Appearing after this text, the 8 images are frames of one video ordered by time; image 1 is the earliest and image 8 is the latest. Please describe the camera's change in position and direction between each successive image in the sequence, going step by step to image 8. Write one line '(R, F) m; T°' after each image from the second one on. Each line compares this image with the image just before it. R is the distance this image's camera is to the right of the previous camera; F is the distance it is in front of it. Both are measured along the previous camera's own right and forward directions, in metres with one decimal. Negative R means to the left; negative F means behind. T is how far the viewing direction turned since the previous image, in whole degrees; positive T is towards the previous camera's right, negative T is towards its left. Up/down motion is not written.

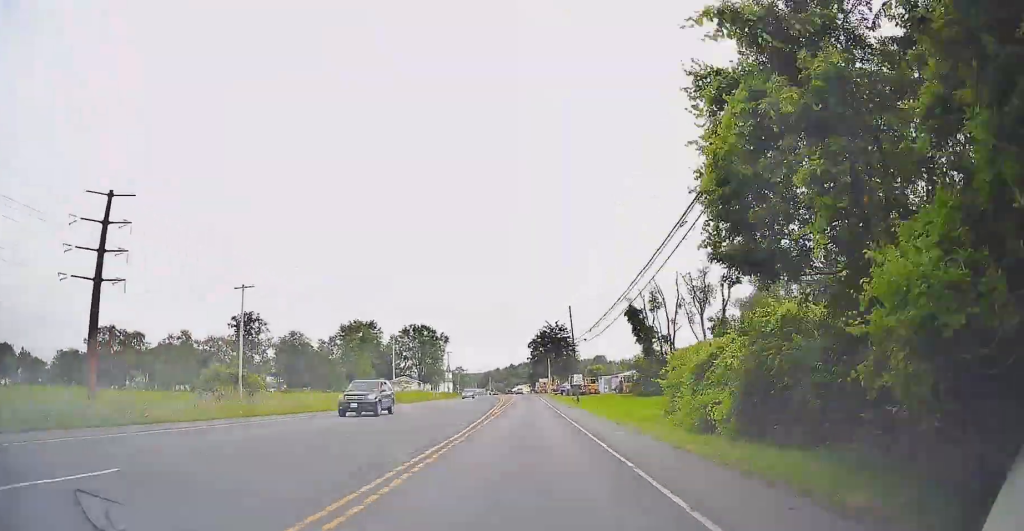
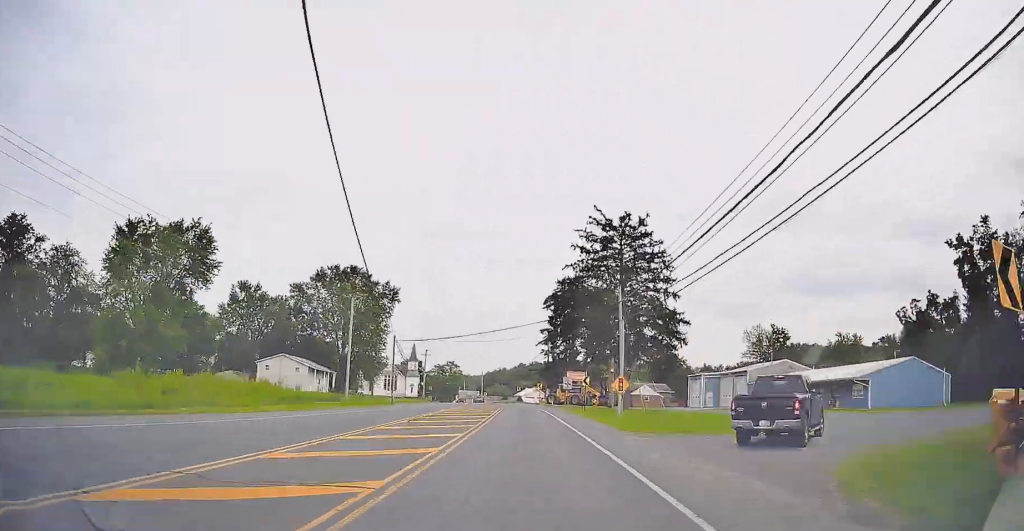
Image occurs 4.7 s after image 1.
(+6.5, +100.3) m; +10°
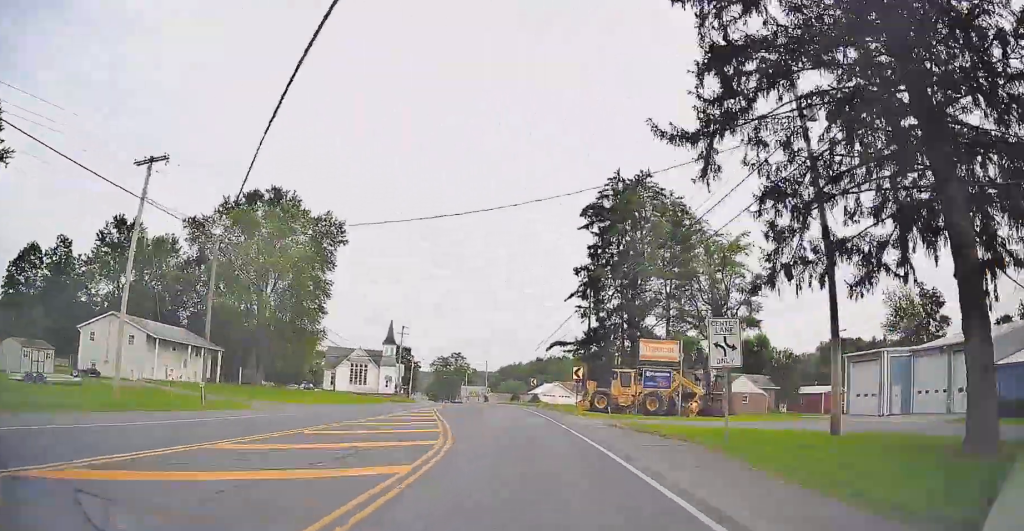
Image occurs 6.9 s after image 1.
(+12.1, +40.0) m; -13°
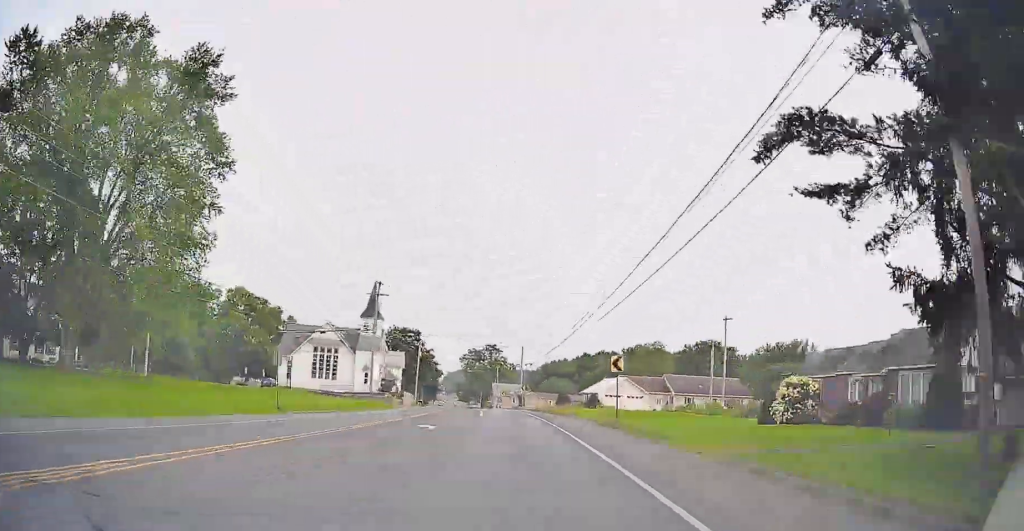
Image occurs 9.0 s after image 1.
(-17.6, +38.5) m; -14°
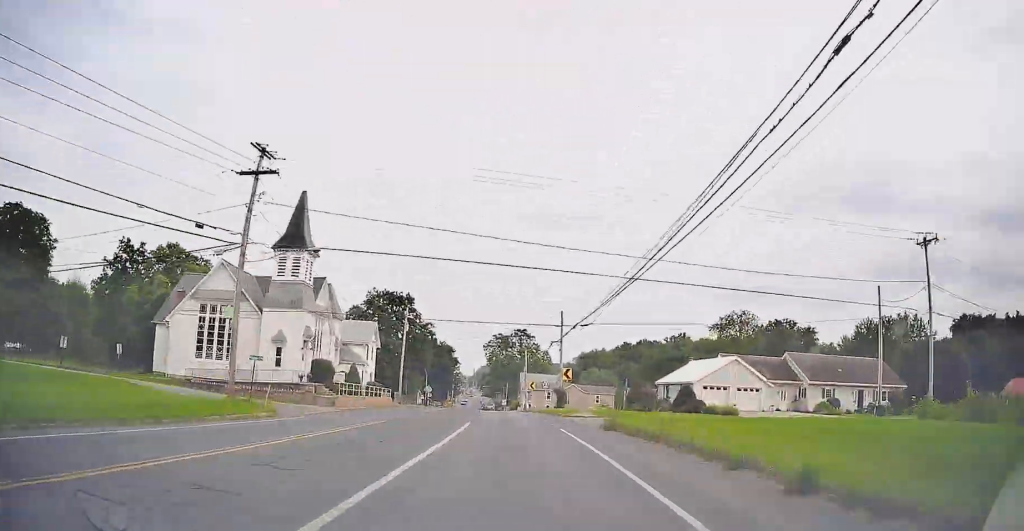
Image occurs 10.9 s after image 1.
(-5.7, +37.1) m; -5°
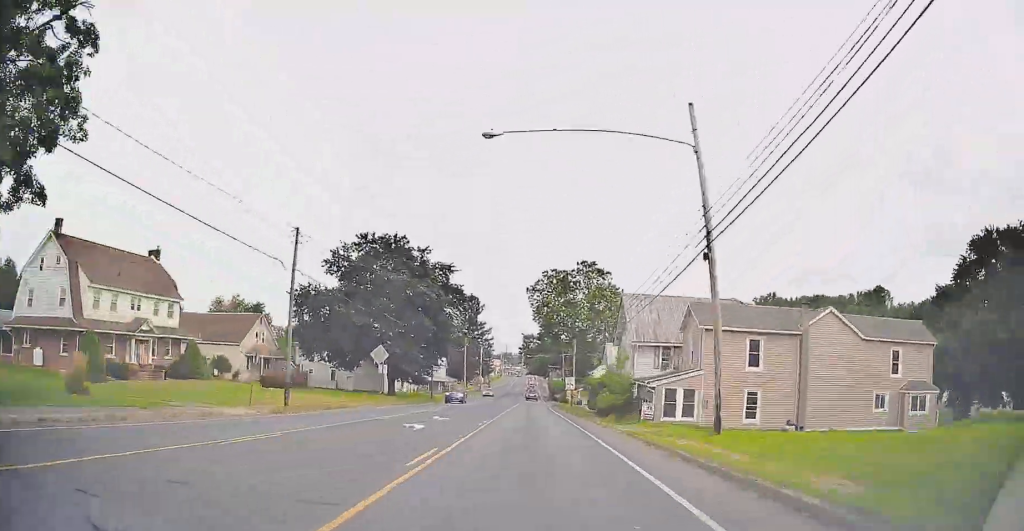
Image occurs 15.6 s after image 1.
(+9.0, +77.0) m; +7°
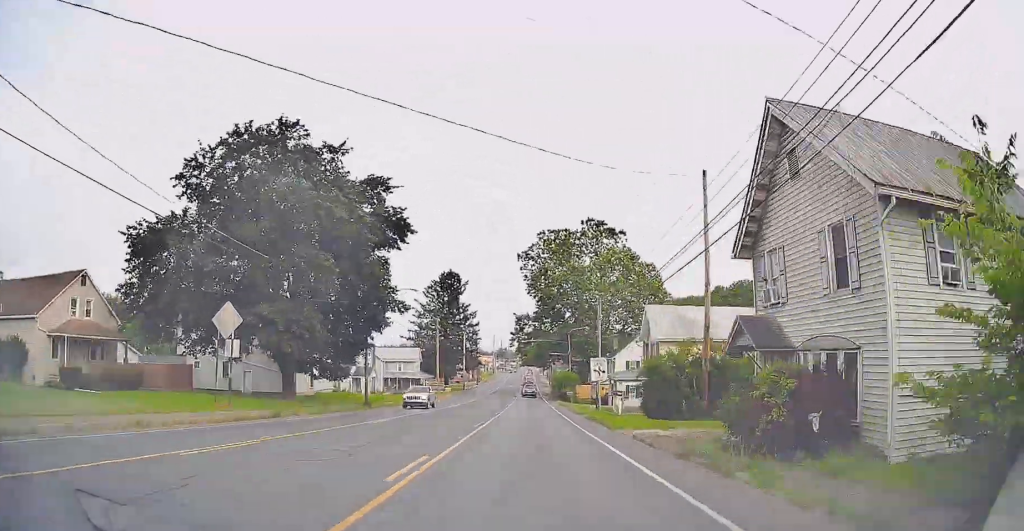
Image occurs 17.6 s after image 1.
(-0.1, +24.8) m; 0°
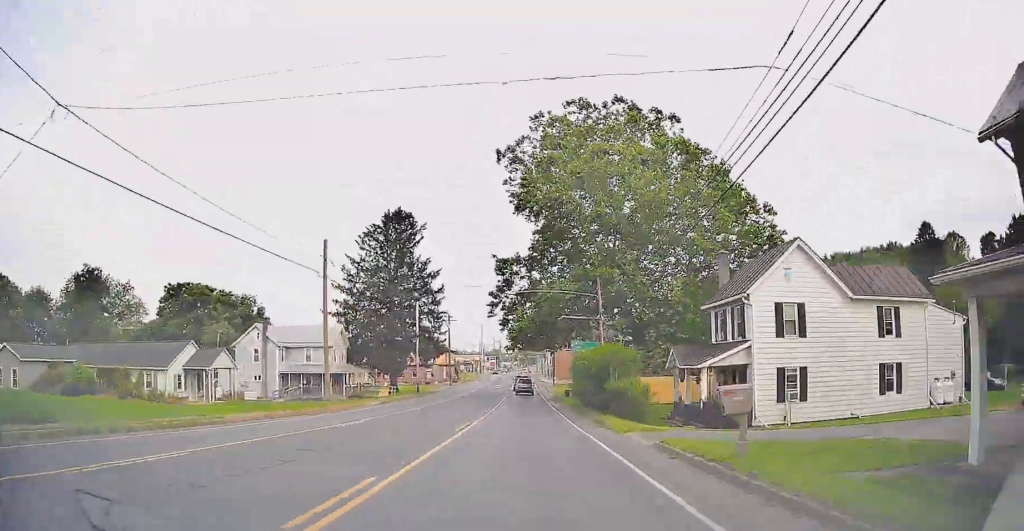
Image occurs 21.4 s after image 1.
(-0.3, +36.8) m; 0°
